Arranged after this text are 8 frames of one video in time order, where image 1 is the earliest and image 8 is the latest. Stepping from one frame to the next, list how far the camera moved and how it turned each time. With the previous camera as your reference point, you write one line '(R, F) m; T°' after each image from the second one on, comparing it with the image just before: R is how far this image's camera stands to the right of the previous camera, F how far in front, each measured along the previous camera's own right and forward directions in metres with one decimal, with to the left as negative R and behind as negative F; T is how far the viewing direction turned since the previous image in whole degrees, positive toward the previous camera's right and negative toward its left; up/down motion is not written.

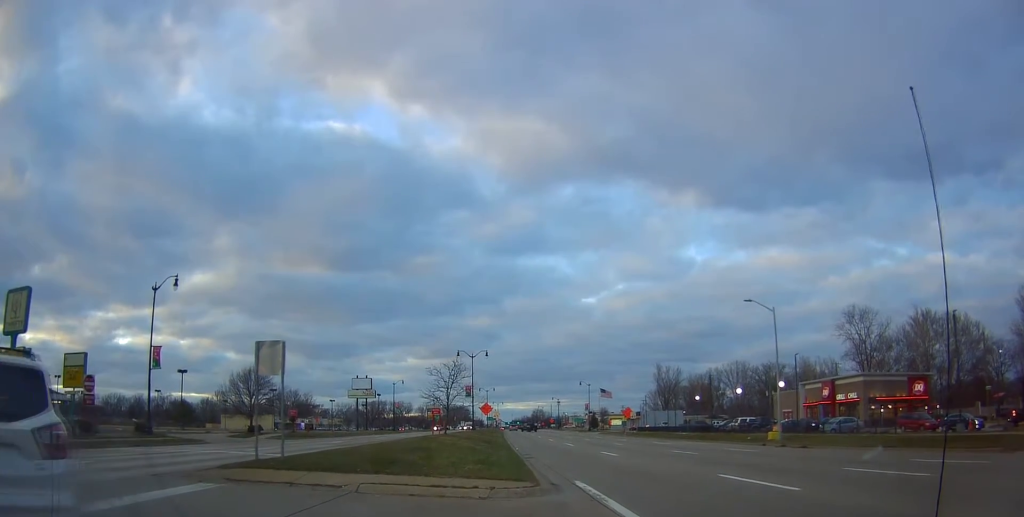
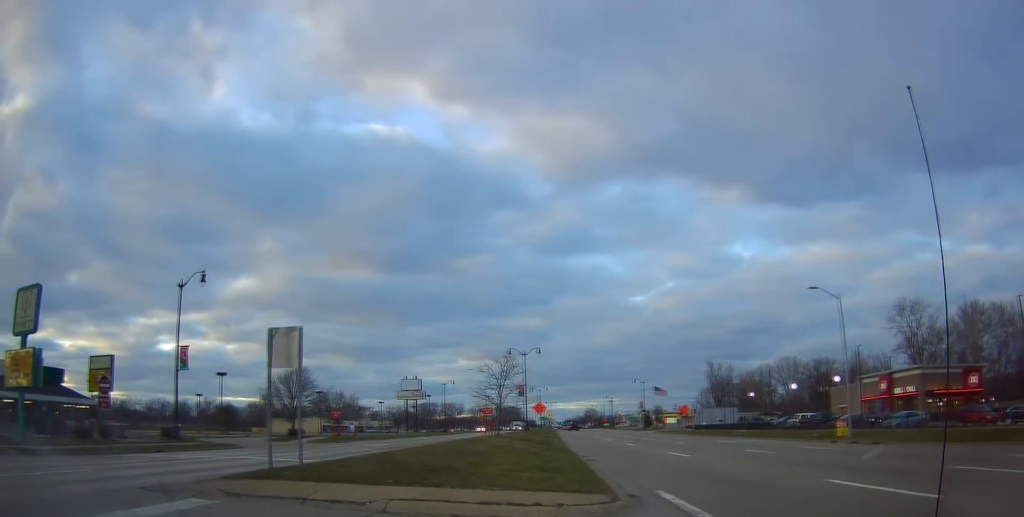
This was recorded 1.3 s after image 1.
(-0.7, +2.8) m; -16°
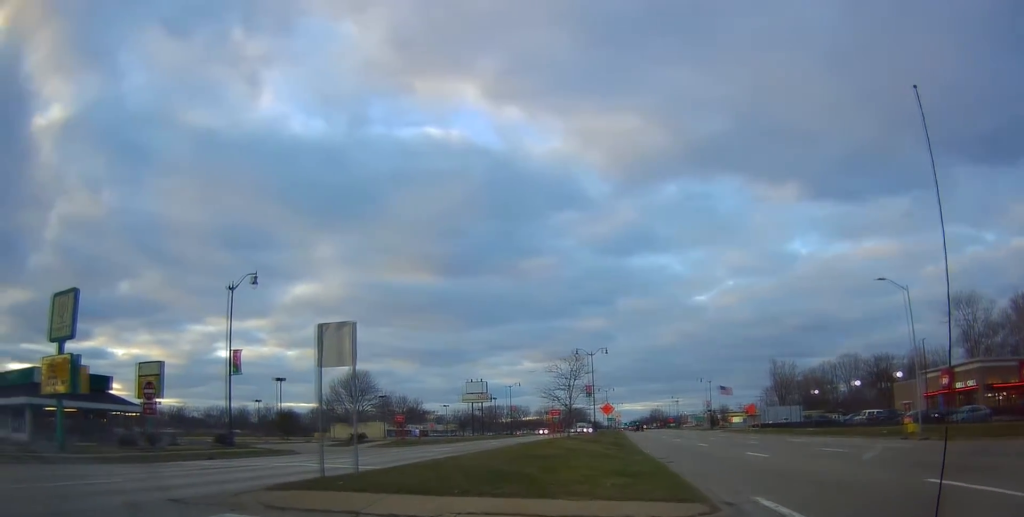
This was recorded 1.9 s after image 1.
(+0.1, +1.3) m; -5°
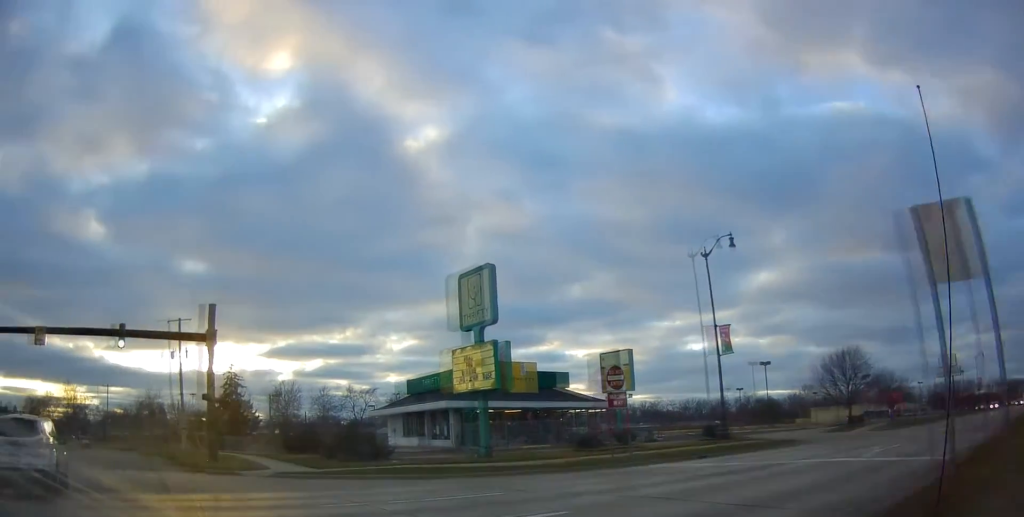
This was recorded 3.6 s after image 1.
(-2.0, +5.4) m; -32°
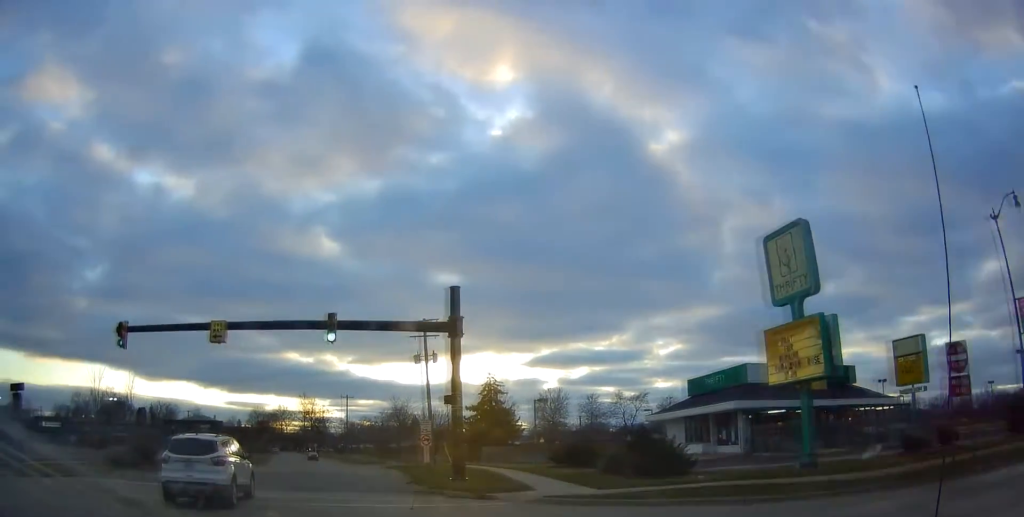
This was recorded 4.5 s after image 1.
(-0.4, +4.8) m; -13°
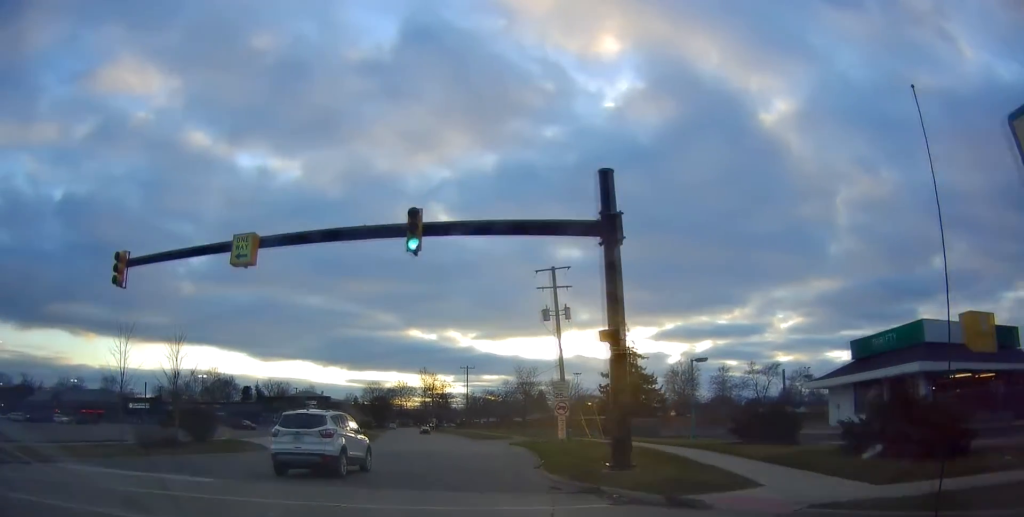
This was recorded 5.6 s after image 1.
(-1.2, +7.3) m; -10°
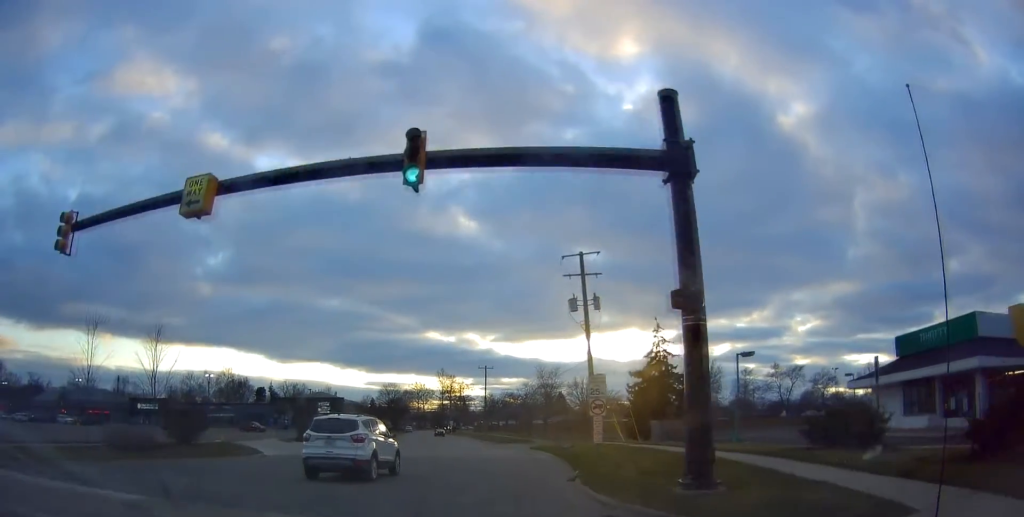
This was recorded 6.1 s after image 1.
(-0.2, +3.6) m; -2°
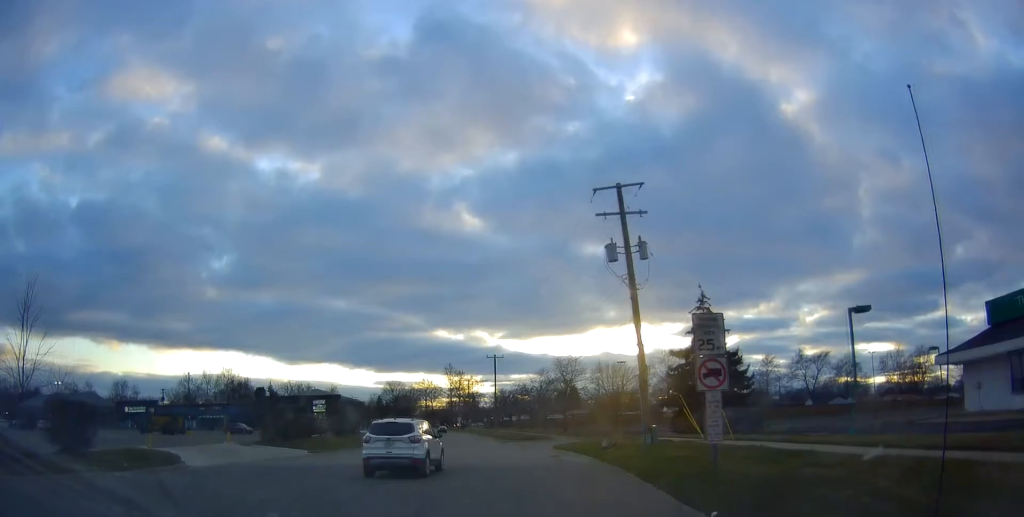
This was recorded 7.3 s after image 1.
(+0.3, +10.1) m; -4°
